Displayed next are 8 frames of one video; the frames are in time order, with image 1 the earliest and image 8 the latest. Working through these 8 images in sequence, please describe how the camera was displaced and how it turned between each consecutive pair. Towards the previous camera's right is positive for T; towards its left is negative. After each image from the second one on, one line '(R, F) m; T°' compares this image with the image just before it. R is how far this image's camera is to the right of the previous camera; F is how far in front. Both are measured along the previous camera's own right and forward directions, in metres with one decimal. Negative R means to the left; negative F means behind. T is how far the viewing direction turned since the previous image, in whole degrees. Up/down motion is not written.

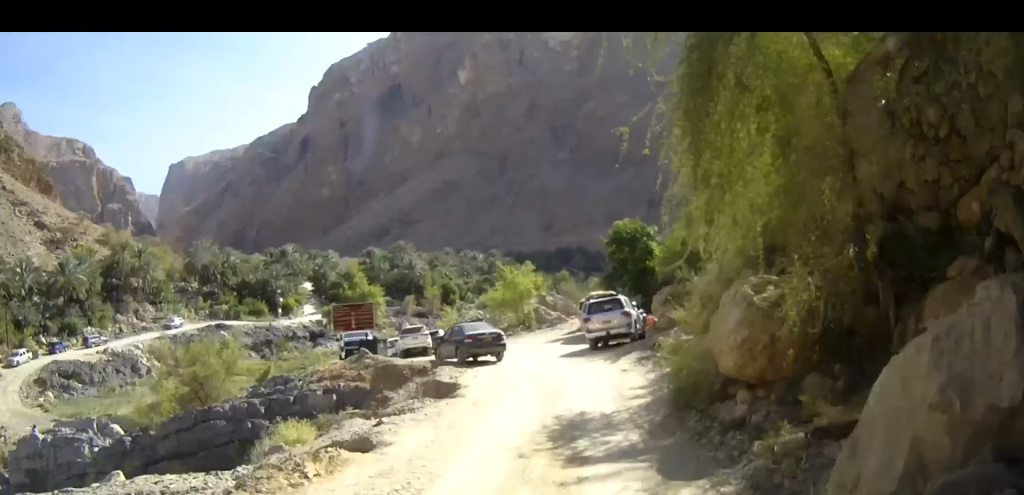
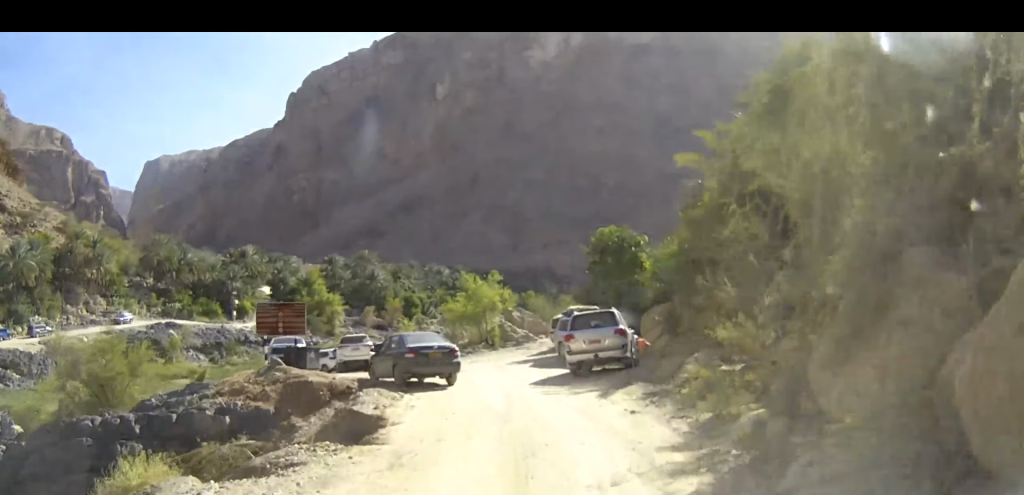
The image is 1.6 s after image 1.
(+0.1, +4.6) m; -1°
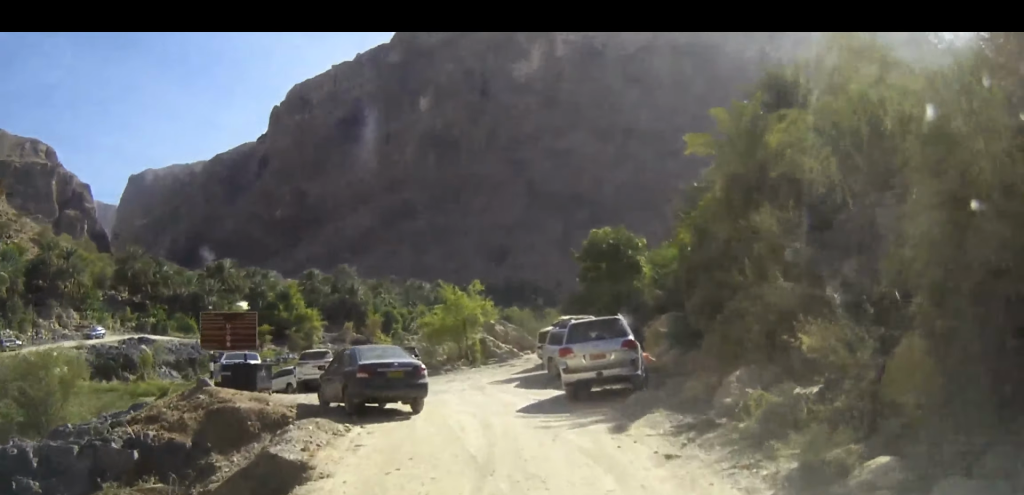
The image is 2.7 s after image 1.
(-0.1, +3.2) m; -2°
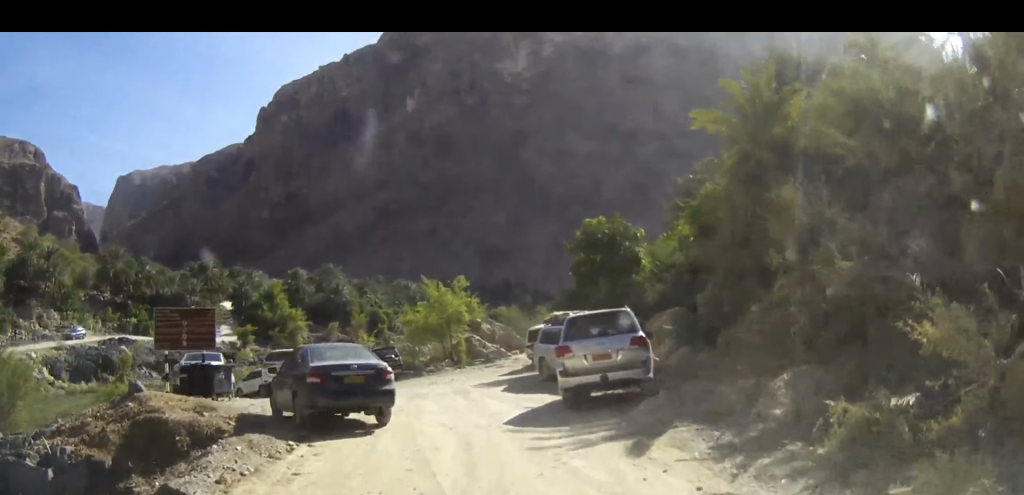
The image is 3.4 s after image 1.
(0.0, +2.9) m; +1°
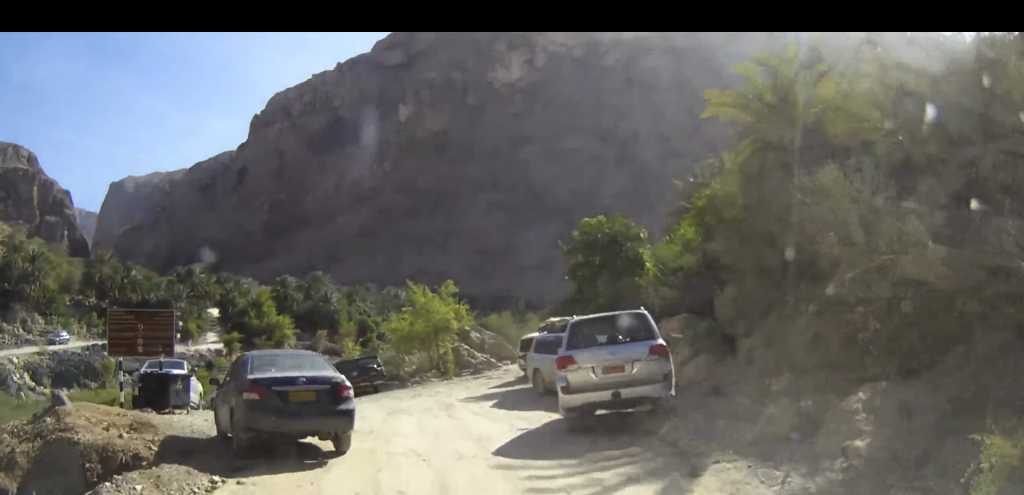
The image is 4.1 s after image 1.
(+0.1, +2.9) m; +1°
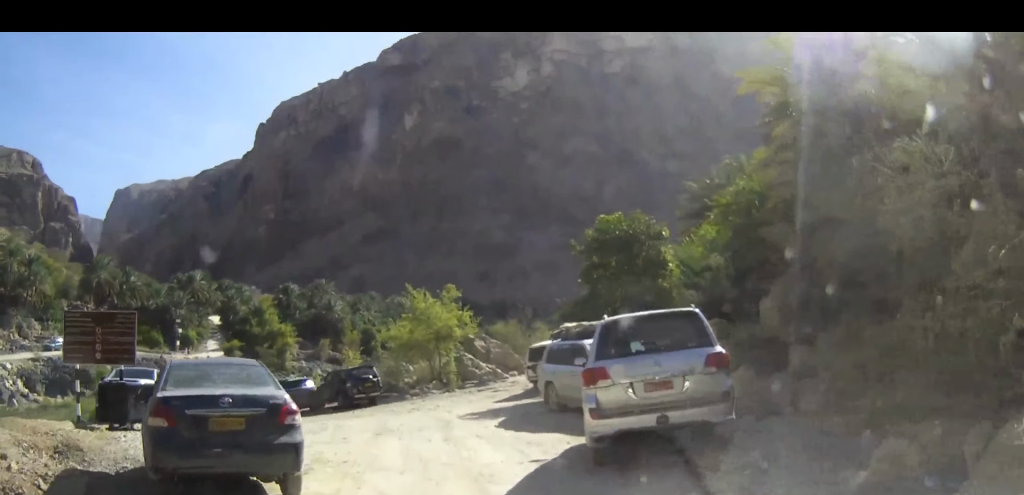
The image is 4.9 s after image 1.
(0.0, +3.1) m; 0°
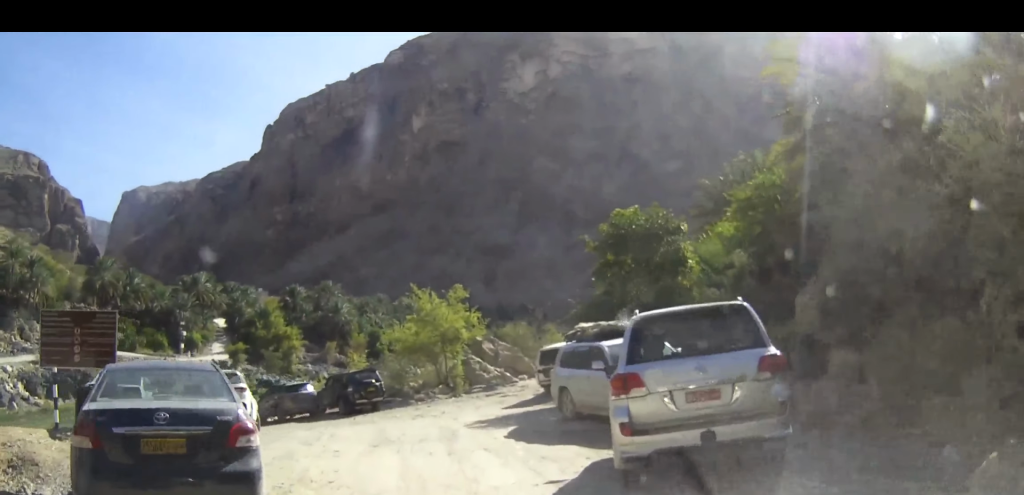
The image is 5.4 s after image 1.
(0.0, +1.6) m; -1°
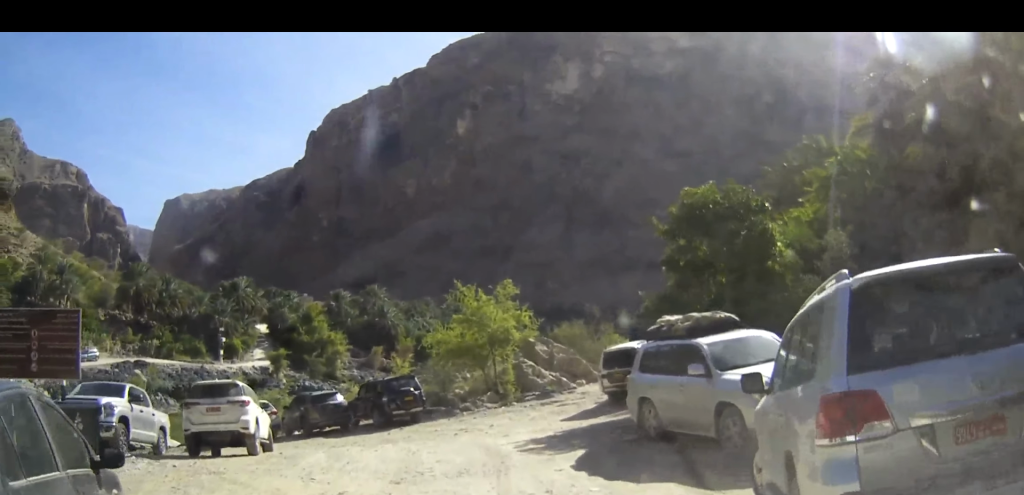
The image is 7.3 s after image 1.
(-0.4, +5.7) m; -8°
